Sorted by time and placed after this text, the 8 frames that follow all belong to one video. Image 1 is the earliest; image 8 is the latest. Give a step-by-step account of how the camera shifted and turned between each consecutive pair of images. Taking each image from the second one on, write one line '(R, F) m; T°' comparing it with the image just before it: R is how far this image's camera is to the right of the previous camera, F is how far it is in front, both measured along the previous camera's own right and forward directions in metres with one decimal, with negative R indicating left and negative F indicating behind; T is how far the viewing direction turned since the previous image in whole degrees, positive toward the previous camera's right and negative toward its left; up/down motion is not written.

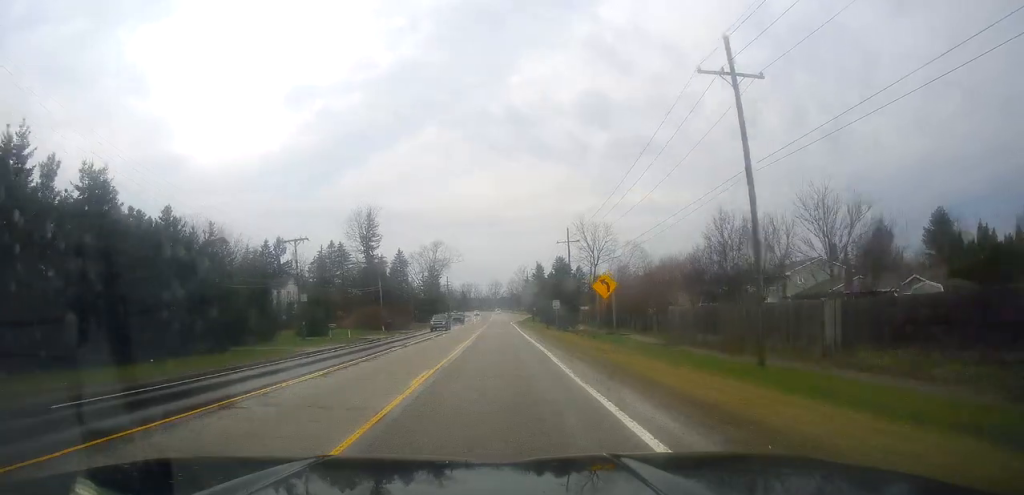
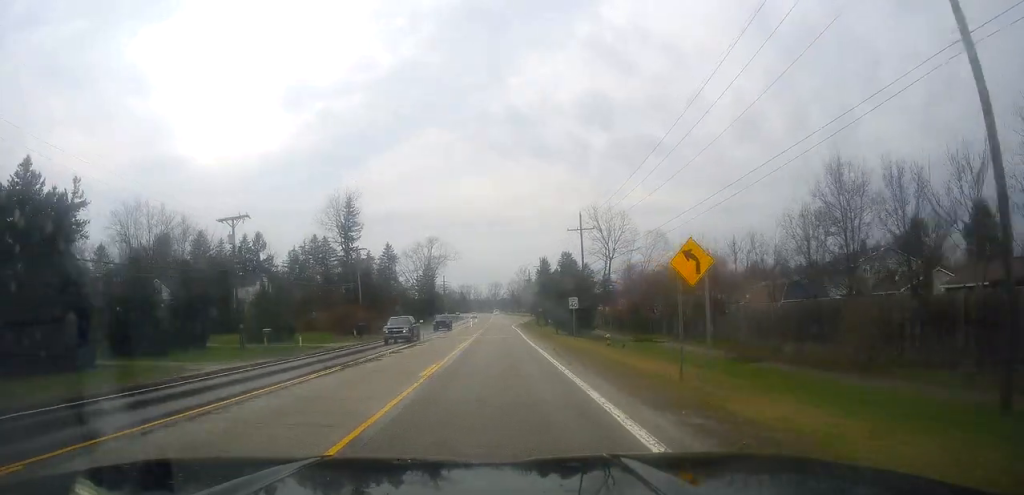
(-0.1, +12.7) m; 0°
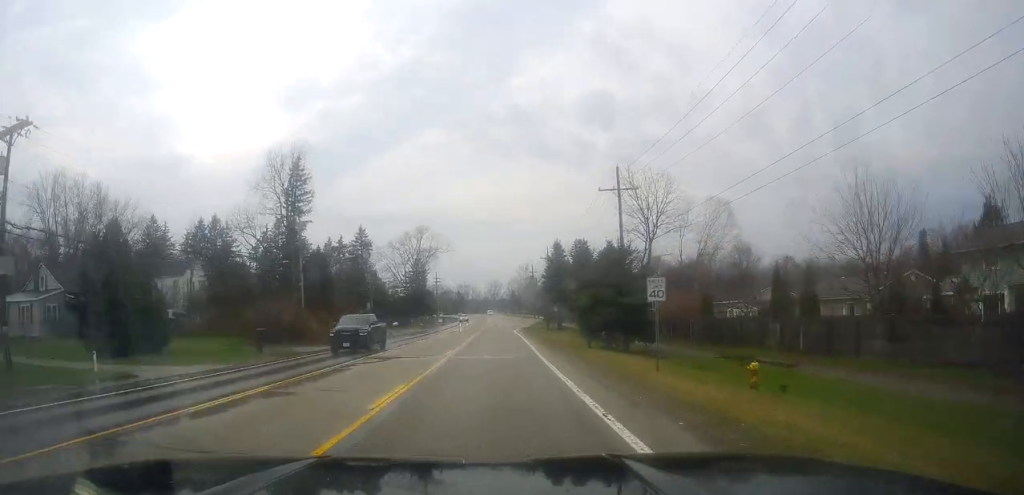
(+0.3, +21.5) m; +1°
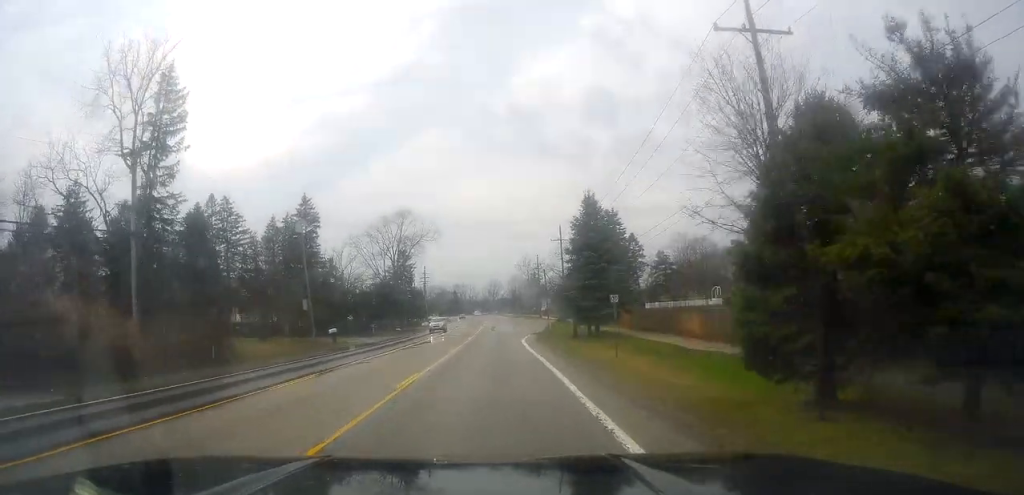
(0.0, +25.7) m; -1°
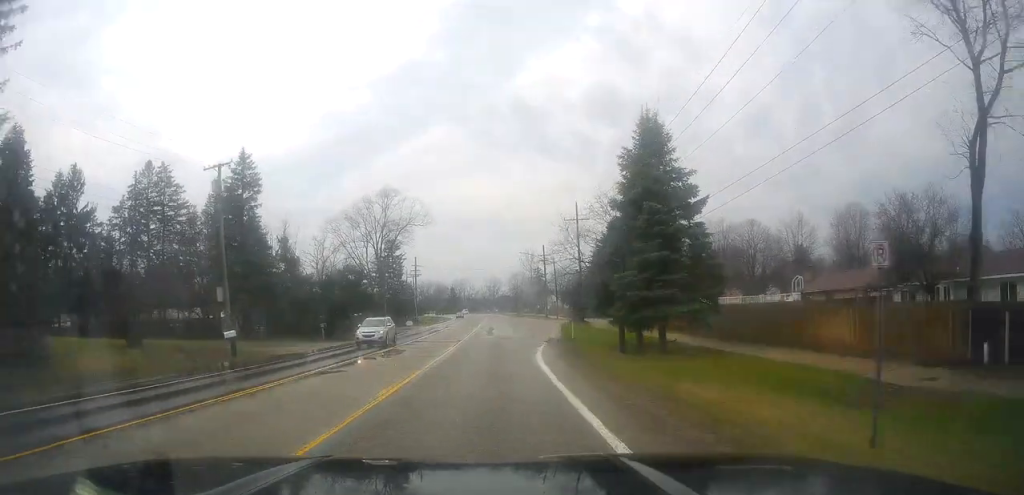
(-0.2, +17.1) m; -1°
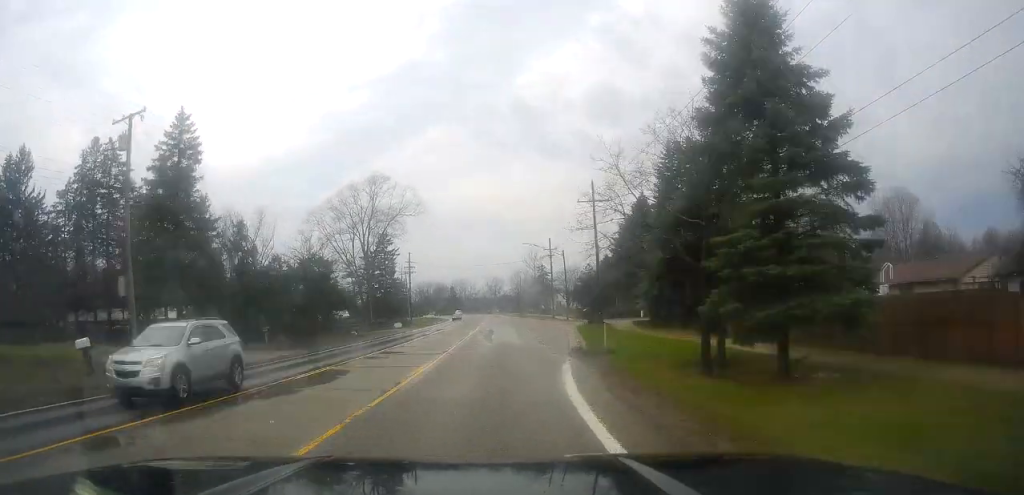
(0.0, +11.1) m; 0°
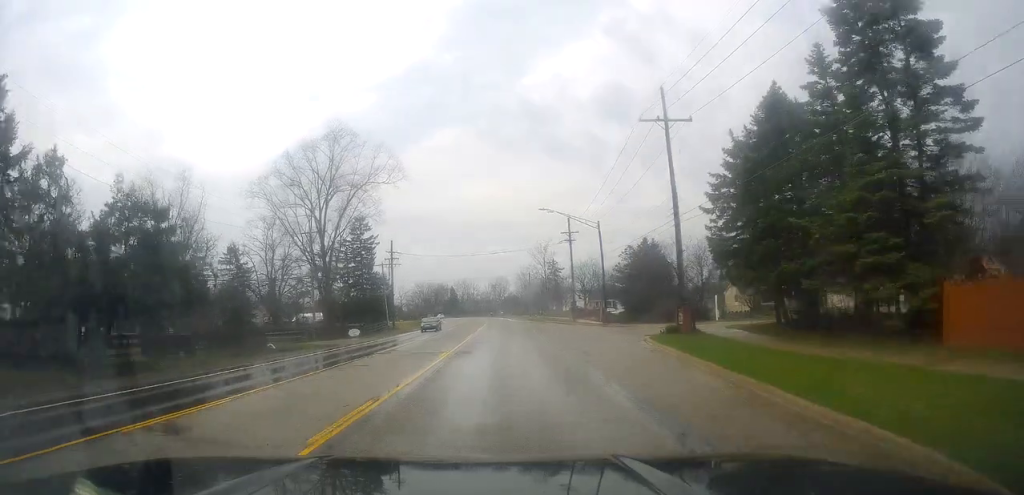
(+0.1, +24.4) m; 0°
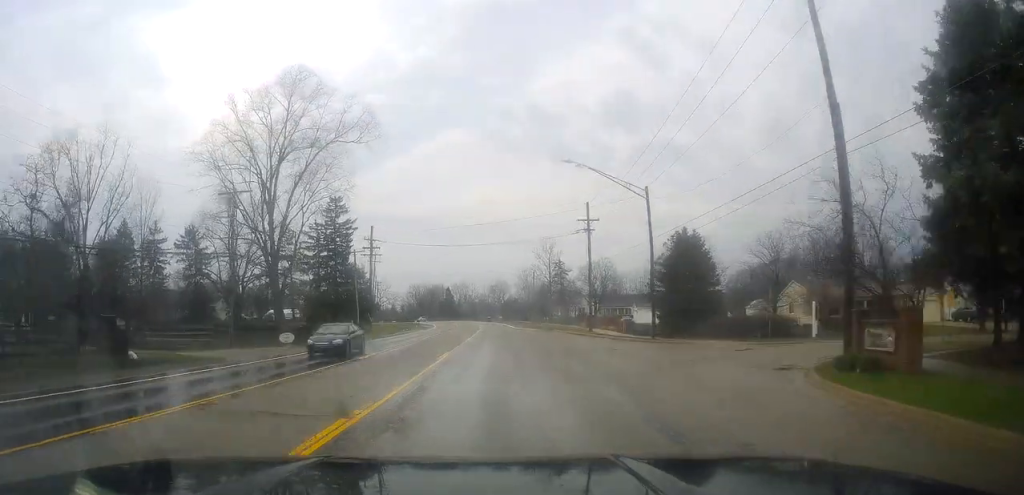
(+0.1, +16.1) m; -1°
